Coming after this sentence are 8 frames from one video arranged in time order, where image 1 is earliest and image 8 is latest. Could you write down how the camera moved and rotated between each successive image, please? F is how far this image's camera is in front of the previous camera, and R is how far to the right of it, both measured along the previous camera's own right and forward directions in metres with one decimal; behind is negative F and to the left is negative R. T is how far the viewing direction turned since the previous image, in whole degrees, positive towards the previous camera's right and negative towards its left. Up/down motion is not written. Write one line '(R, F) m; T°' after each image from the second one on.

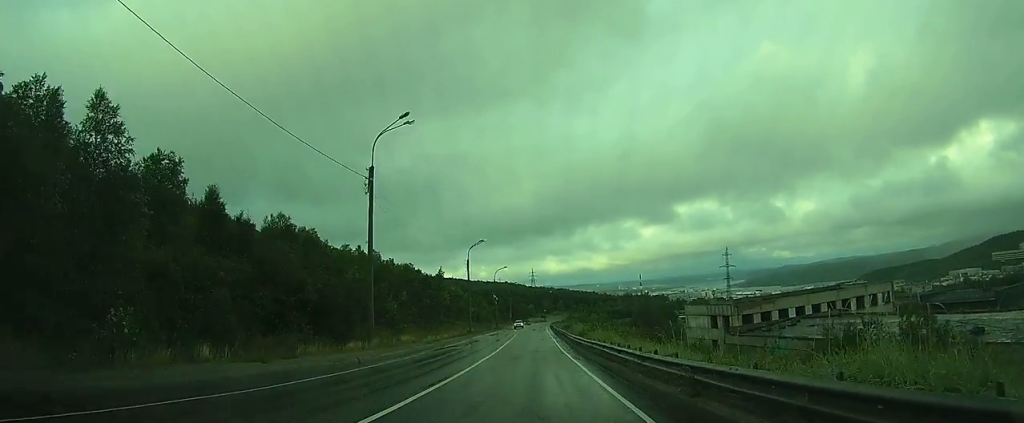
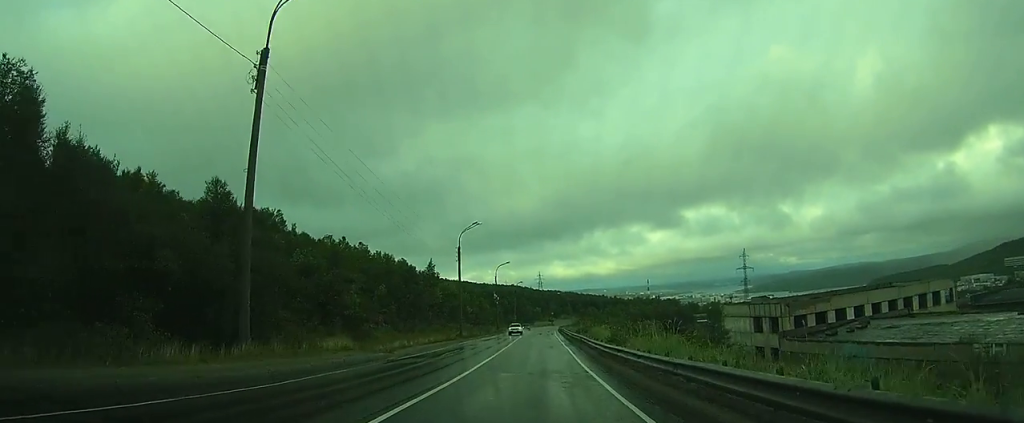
(0.0, +15.0) m; +1°
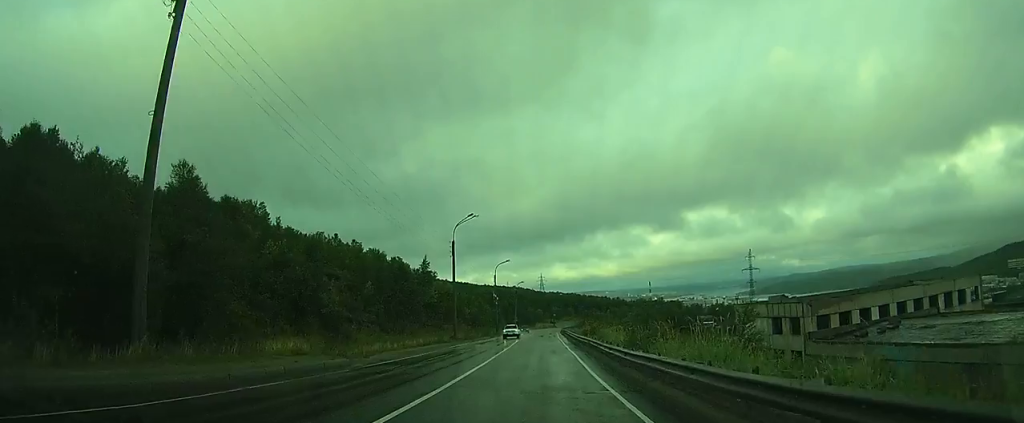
(+0.1, +5.3) m; 0°
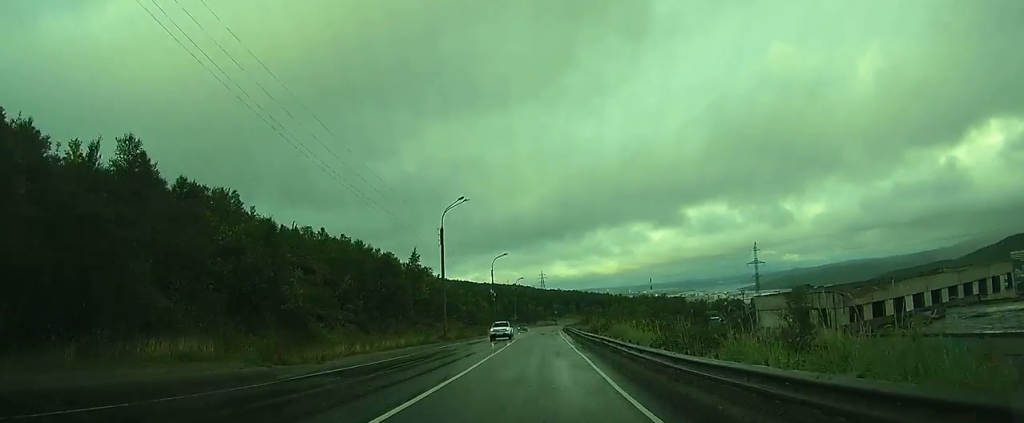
(+0.1, +6.7) m; 0°
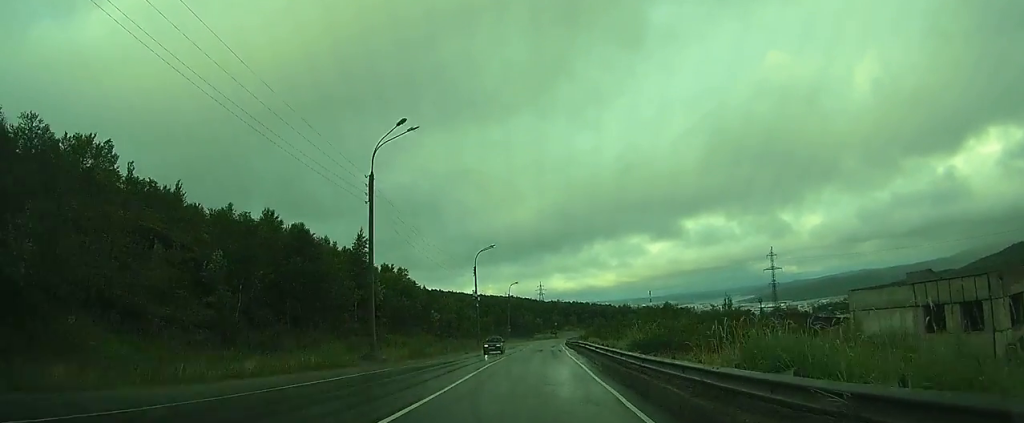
(-0.5, +21.7) m; -2°
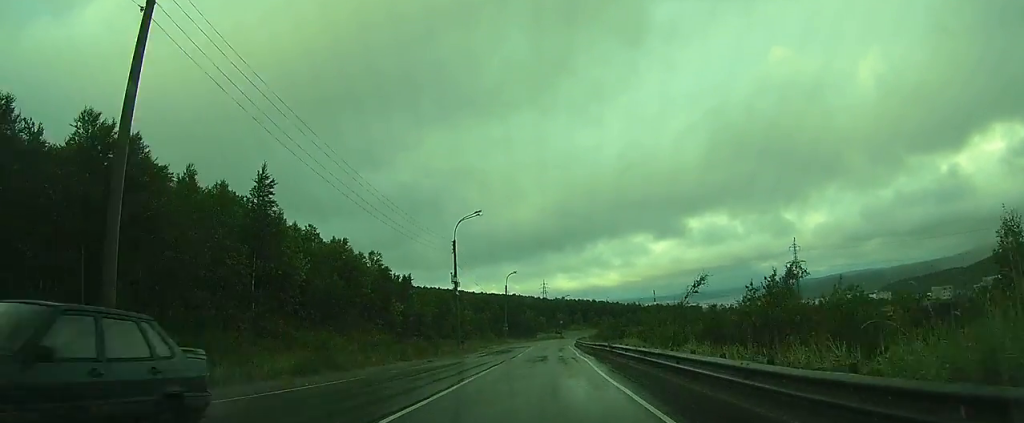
(0.0, +20.1) m; 0°
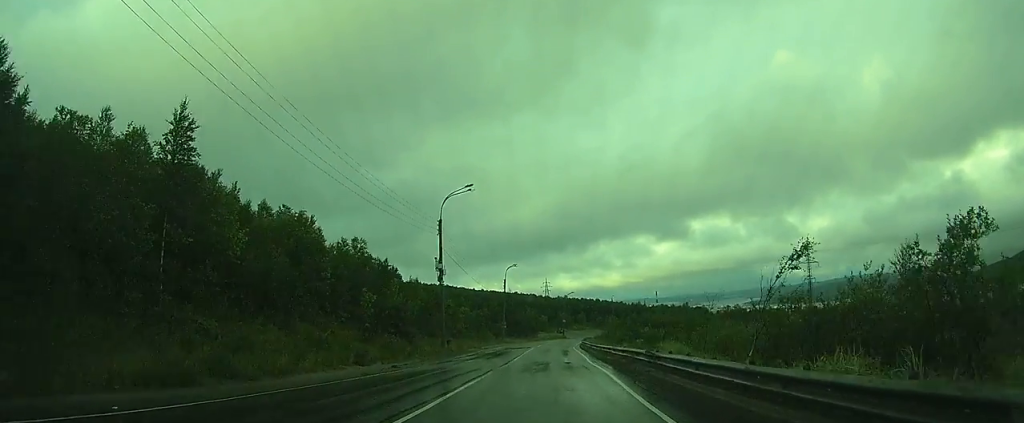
(0.0, +9.2) m; 0°
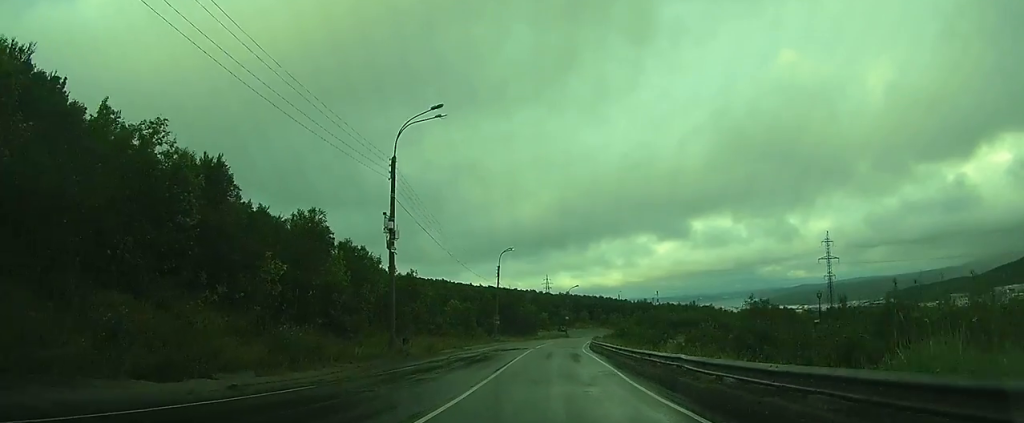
(0.0, +15.5) m; 0°
